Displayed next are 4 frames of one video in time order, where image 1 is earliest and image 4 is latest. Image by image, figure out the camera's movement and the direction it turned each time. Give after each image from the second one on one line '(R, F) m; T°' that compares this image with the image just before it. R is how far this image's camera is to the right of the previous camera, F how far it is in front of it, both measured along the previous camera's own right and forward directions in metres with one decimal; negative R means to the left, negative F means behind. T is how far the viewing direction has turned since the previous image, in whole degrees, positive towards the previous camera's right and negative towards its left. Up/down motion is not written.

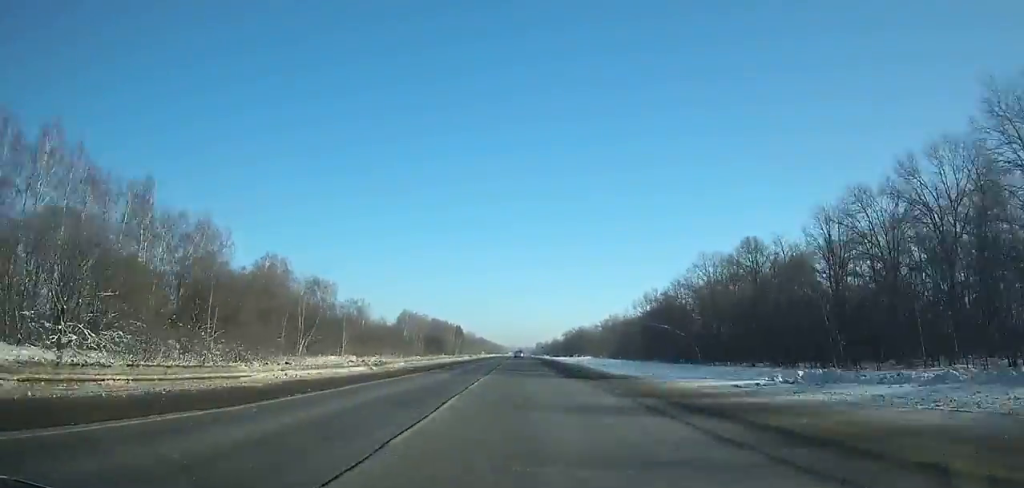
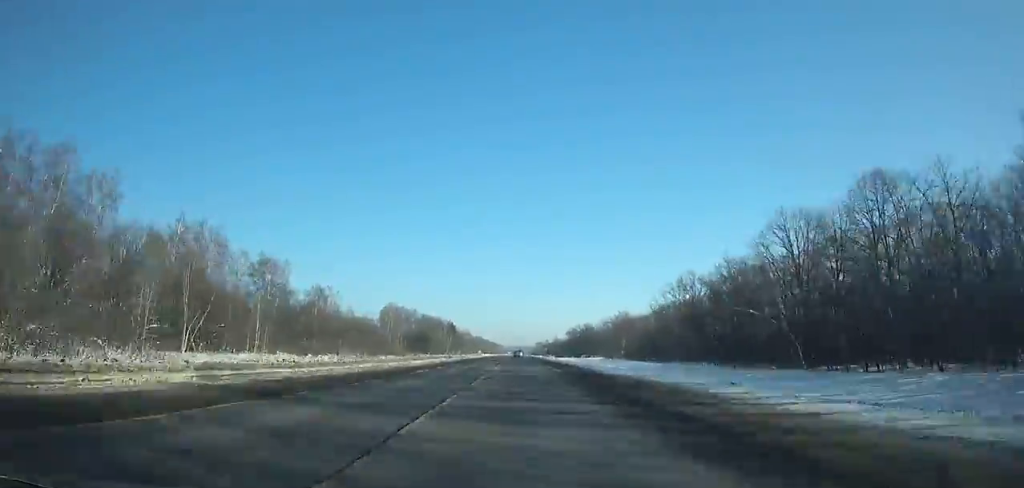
(+0.1, +35.0) m; 0°
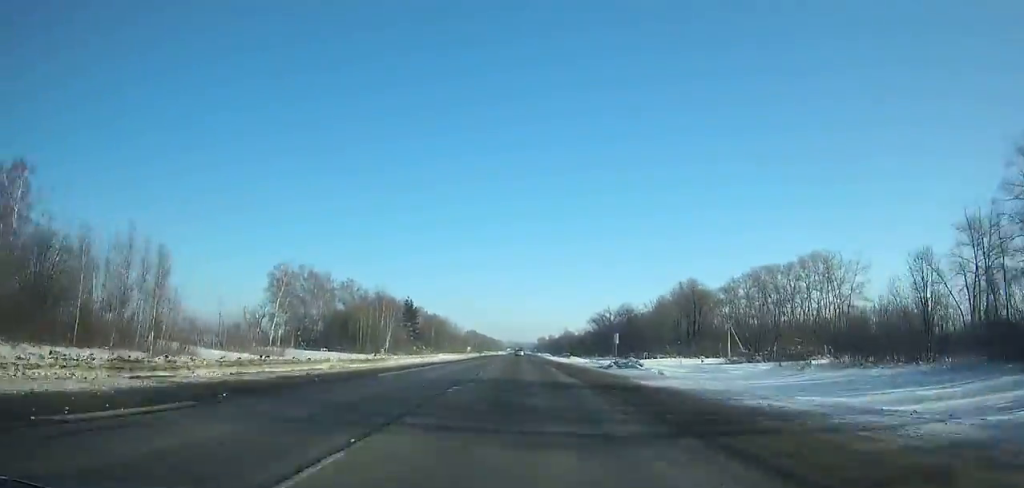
(+0.2, +112.9) m; 0°
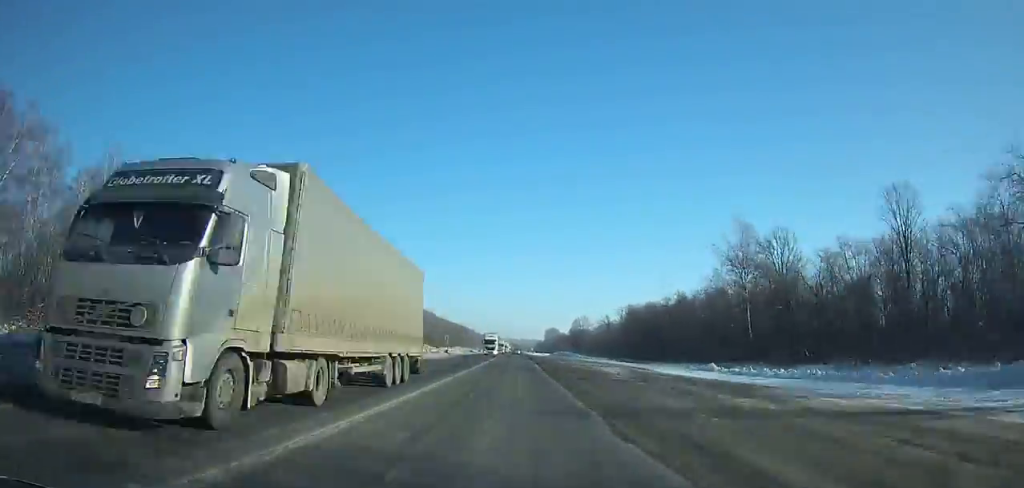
(-0.8, +347.2) m; 0°
